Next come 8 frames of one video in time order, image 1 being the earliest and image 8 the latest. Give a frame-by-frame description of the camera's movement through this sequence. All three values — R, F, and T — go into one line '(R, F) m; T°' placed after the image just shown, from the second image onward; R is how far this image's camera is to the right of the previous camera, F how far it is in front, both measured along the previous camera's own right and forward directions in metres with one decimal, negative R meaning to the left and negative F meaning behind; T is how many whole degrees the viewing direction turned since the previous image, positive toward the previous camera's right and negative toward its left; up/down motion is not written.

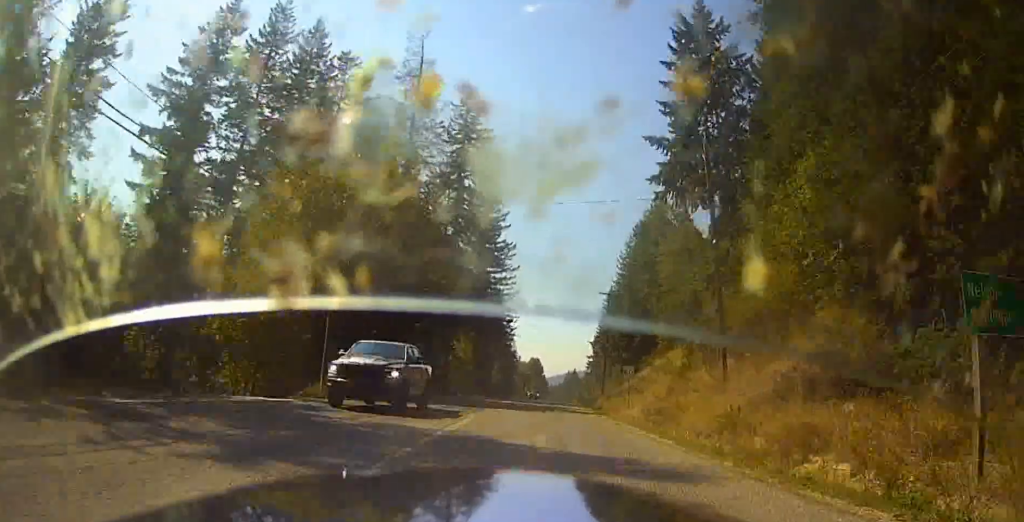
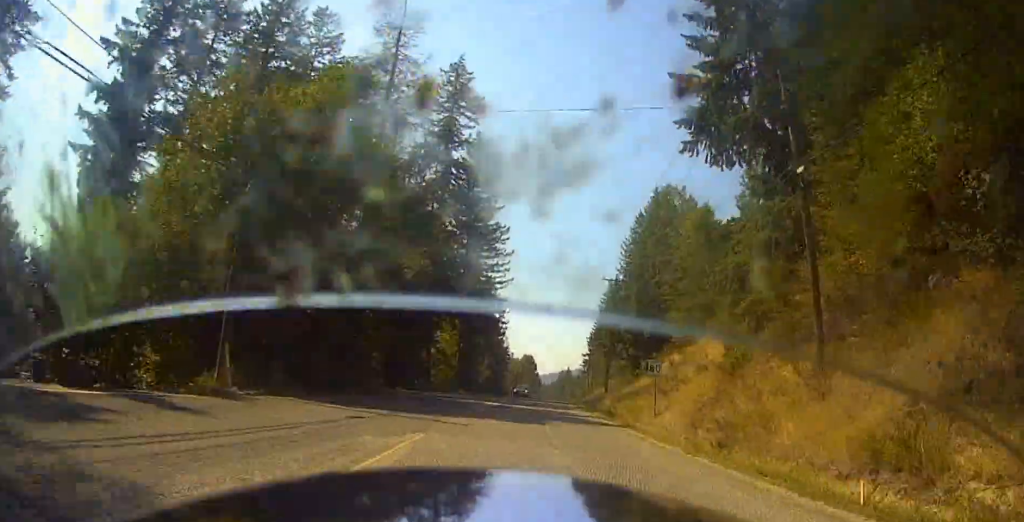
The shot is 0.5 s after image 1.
(-0.1, +9.9) m; +2°
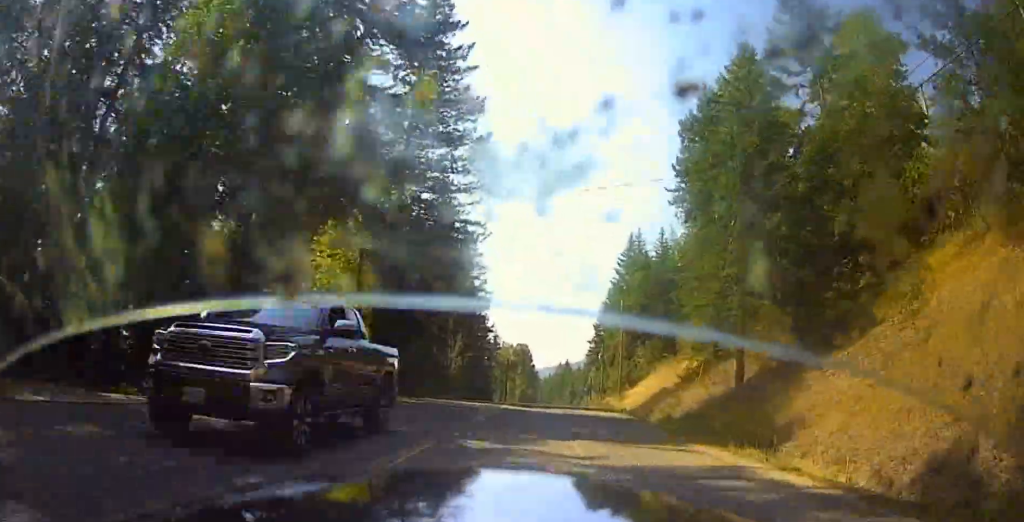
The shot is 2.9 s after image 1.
(+4.7, +41.3) m; +8°
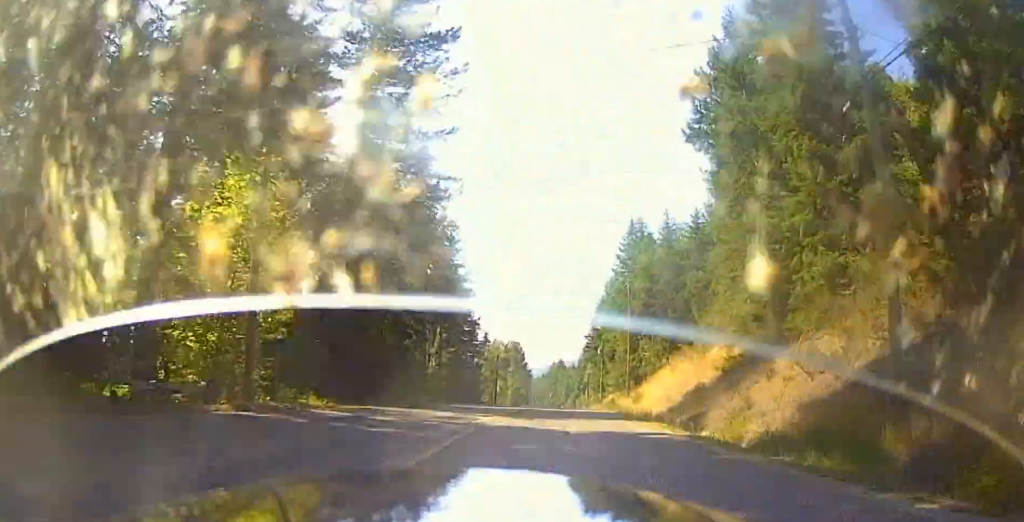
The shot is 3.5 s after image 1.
(+0.1, +11.3) m; -1°
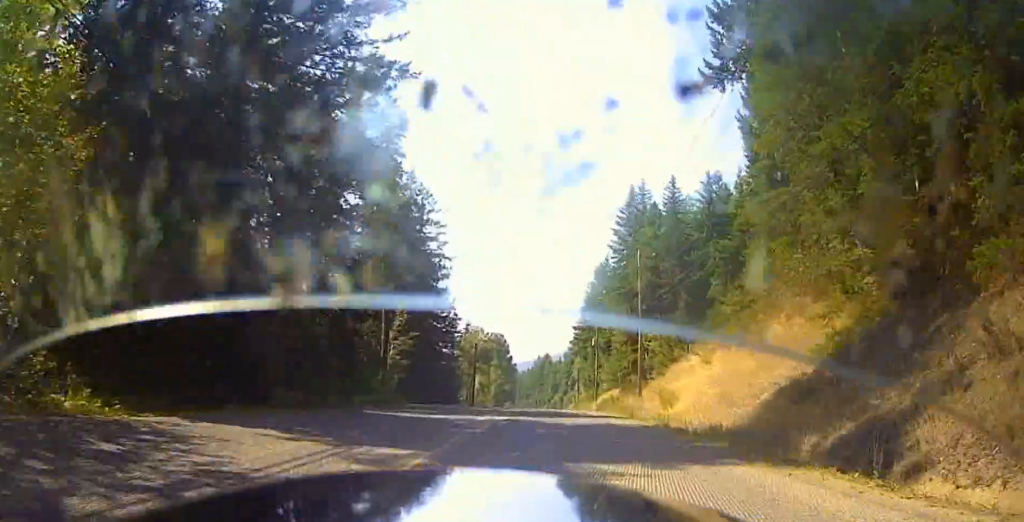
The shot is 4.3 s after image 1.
(-0.6, +14.3) m; -1°
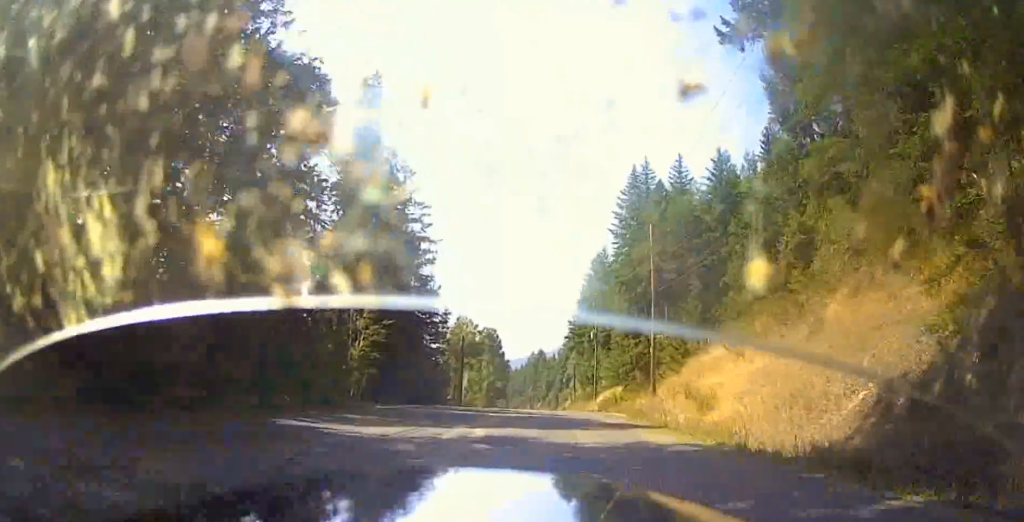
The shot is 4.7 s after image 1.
(+0.1, +7.7) m; 0°
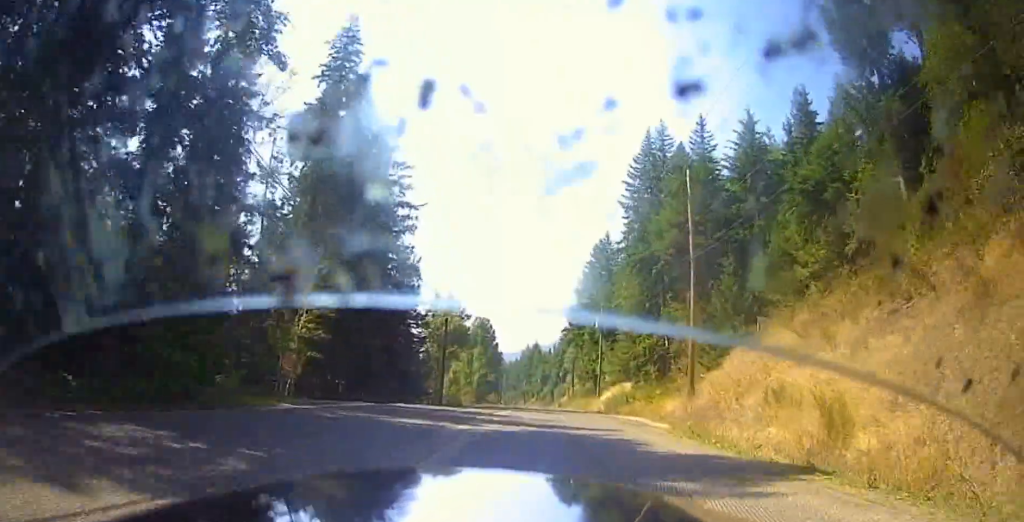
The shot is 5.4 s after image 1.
(+0.3, +11.3) m; 0°
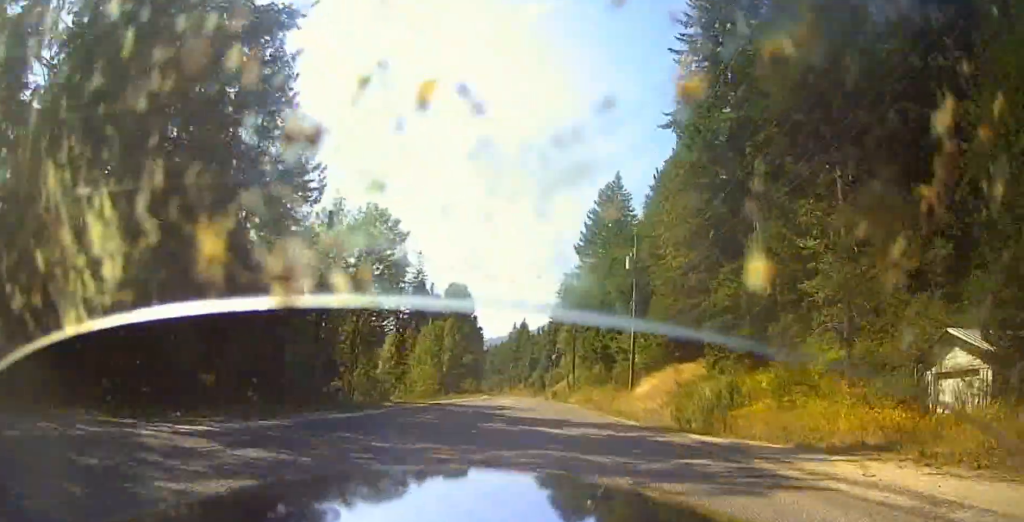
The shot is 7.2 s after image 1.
(+0.7, +32.6) m; +2°
